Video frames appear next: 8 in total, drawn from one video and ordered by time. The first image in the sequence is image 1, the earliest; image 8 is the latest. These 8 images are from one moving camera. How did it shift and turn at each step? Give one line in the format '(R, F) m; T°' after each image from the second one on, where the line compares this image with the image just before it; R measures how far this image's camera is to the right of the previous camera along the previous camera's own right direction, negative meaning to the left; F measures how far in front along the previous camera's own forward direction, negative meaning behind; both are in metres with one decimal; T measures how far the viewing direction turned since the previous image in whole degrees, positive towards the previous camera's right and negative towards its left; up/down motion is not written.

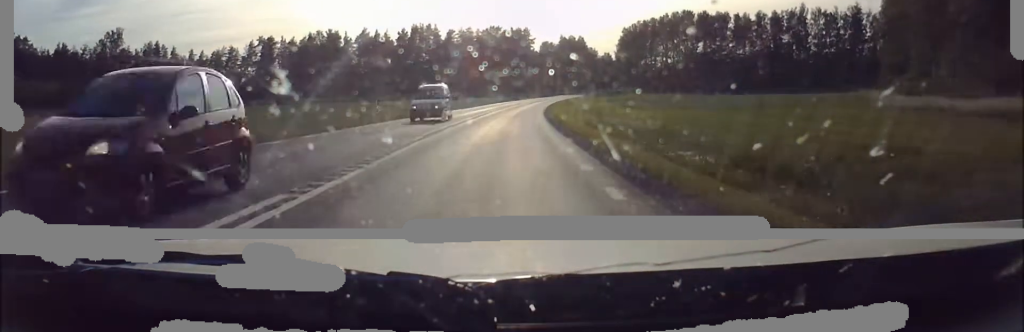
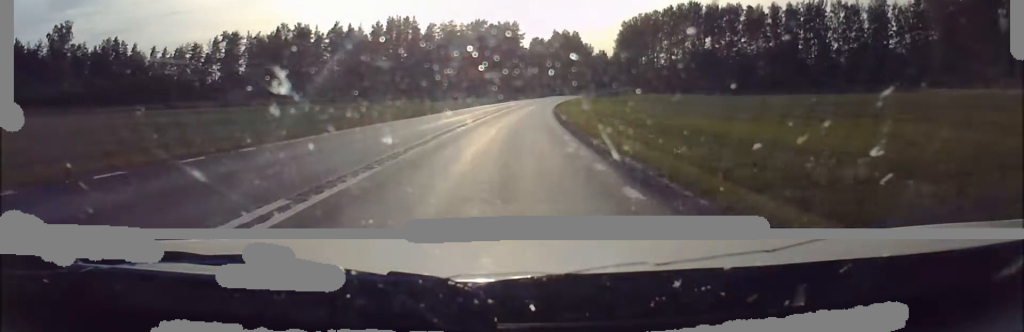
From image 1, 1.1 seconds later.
(+0.2, +24.3) m; +1°
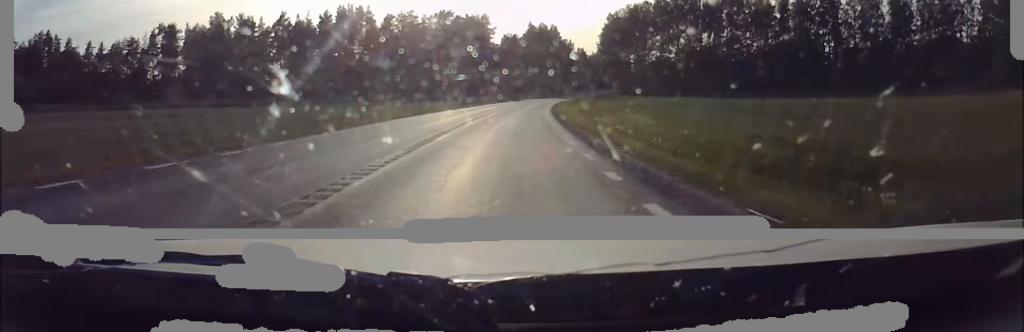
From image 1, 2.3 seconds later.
(+0.2, +28.6) m; +1°
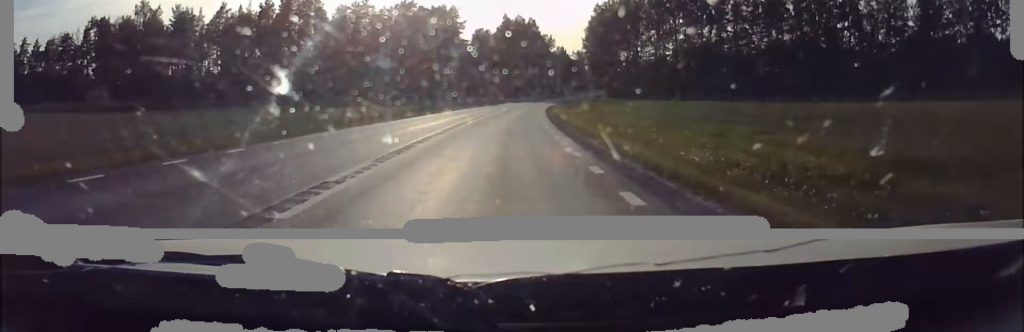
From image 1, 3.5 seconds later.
(0.0, +26.3) m; +1°
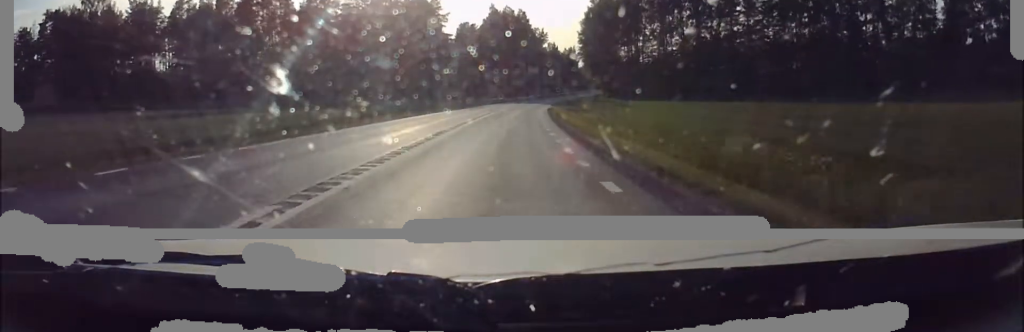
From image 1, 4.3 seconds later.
(-0.2, +17.2) m; +3°
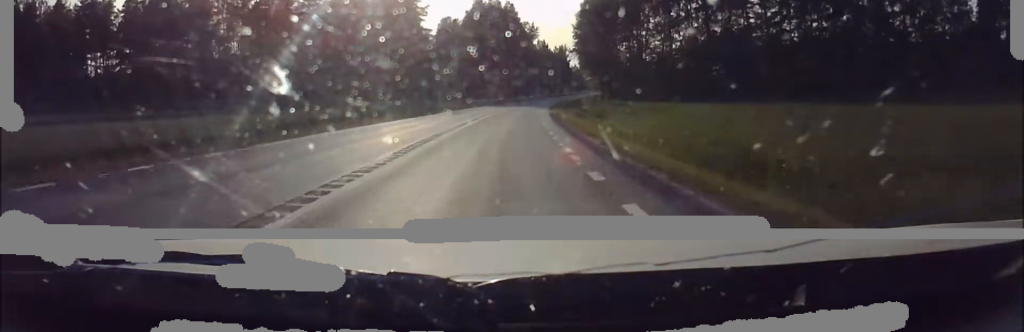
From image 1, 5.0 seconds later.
(+0.9, +17.0) m; +2°
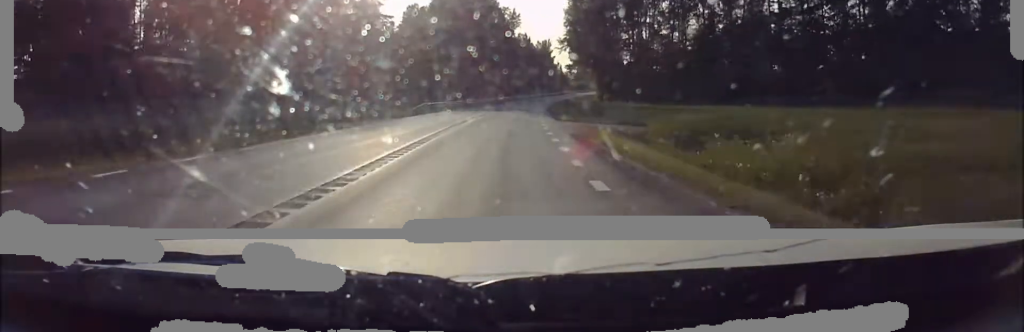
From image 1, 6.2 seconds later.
(0.0, +25.2) m; +1°
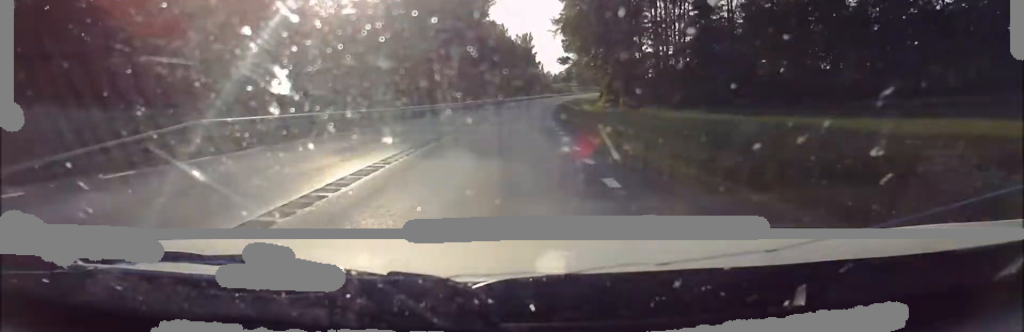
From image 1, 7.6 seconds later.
(+1.2, +32.3) m; +5°
